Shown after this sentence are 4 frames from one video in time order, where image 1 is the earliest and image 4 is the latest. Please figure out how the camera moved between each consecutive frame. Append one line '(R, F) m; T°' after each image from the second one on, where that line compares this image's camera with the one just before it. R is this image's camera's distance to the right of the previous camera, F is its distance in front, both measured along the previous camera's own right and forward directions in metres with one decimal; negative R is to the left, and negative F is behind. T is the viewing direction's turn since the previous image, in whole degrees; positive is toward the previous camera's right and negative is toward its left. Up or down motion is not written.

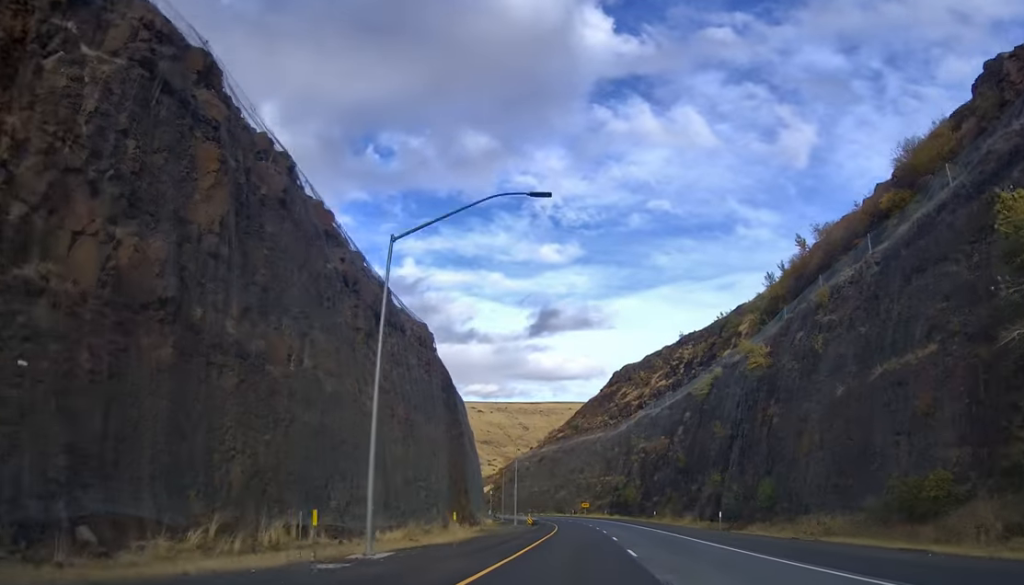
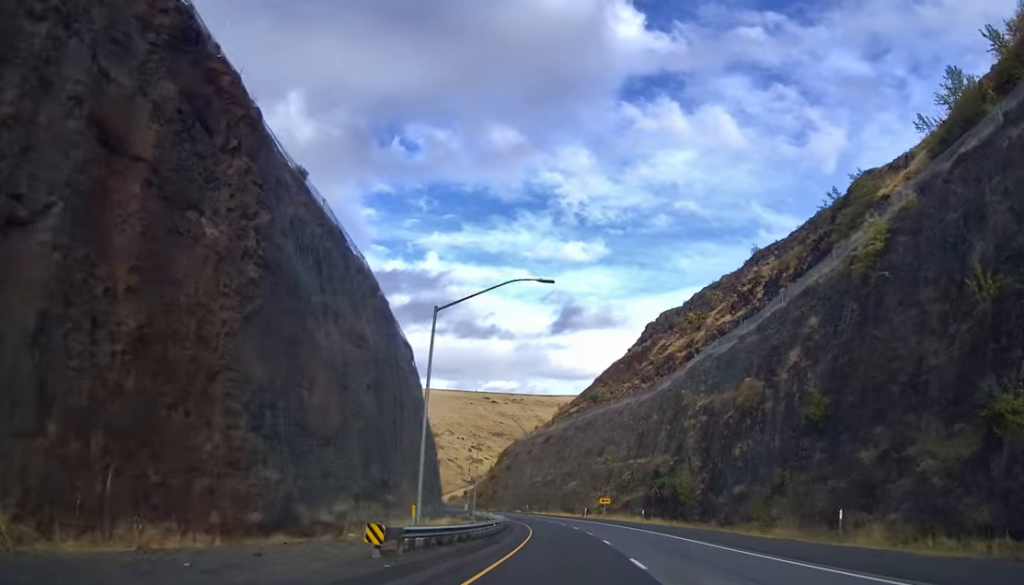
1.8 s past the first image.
(-0.9, +55.6) m; -2°
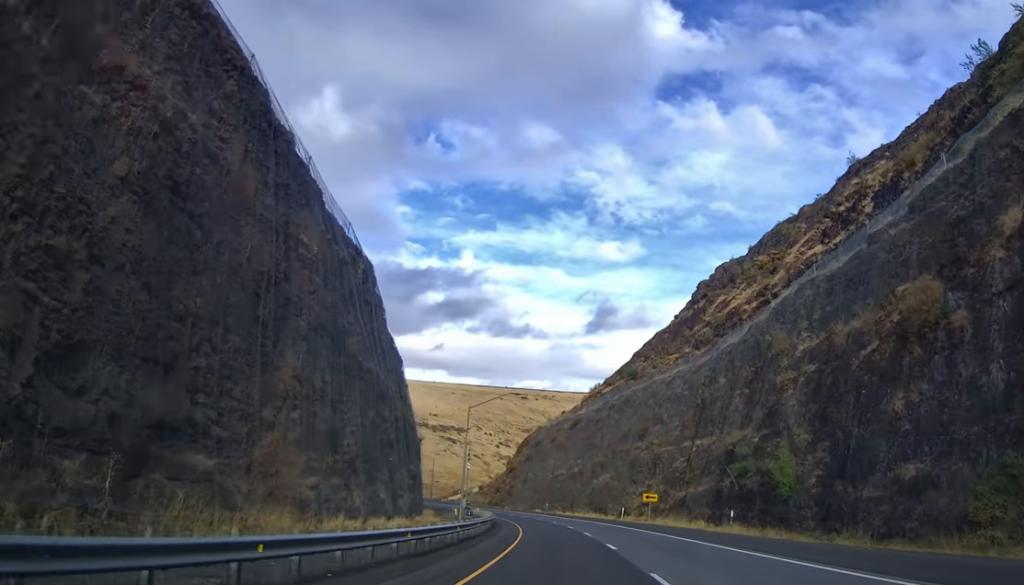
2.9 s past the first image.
(-0.1, +30.3) m; -1°
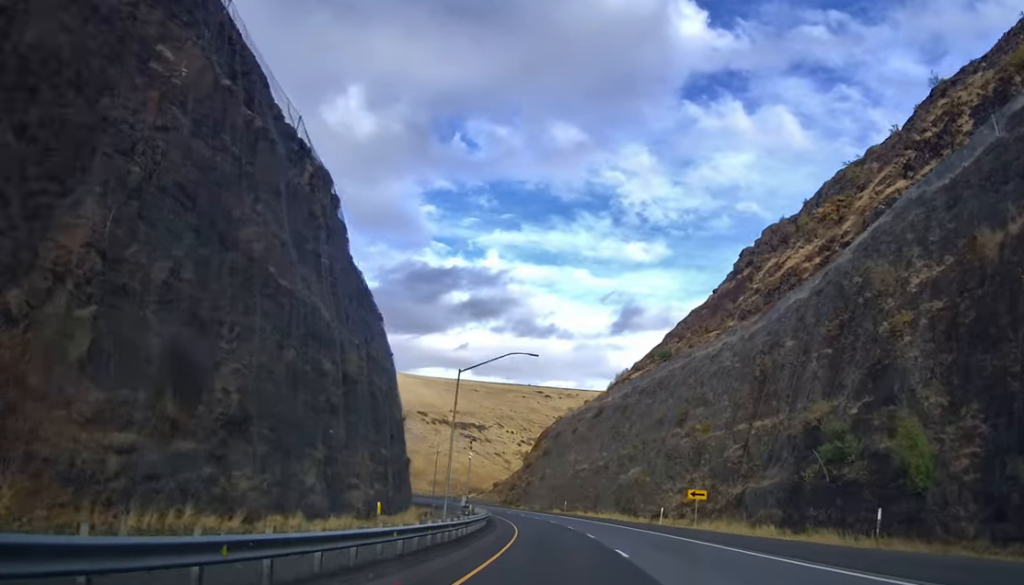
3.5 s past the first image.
(+0.1, +17.1) m; -1°
